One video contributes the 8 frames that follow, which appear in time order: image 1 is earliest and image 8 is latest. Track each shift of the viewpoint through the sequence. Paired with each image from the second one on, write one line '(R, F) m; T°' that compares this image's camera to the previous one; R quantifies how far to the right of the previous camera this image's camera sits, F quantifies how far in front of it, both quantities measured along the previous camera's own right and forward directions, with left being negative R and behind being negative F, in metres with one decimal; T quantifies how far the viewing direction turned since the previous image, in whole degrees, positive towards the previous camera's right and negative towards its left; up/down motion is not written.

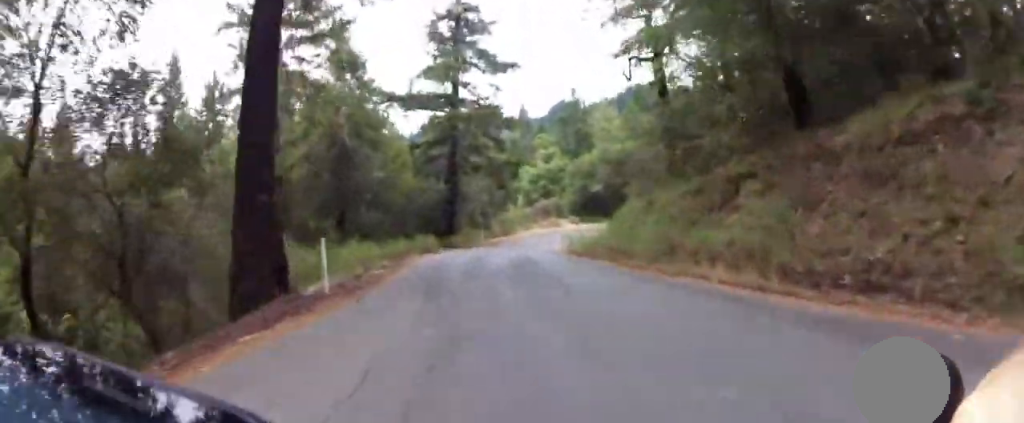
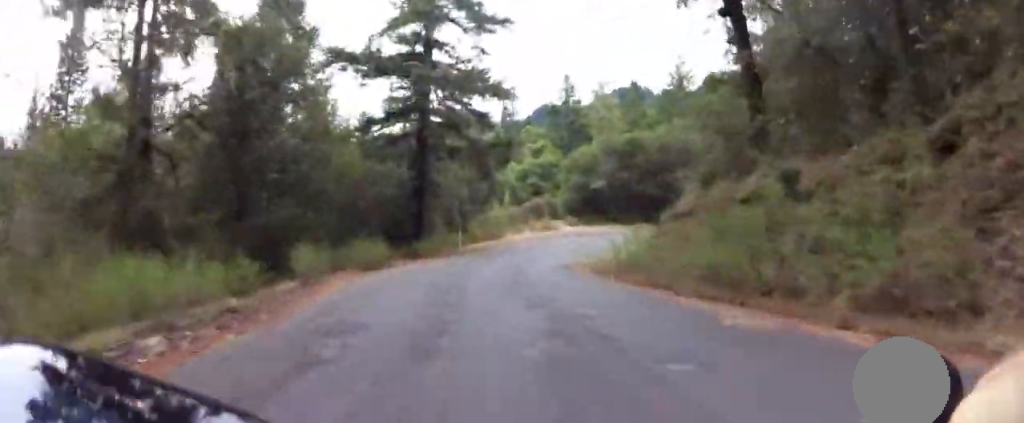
(-0.1, +8.7) m; +10°
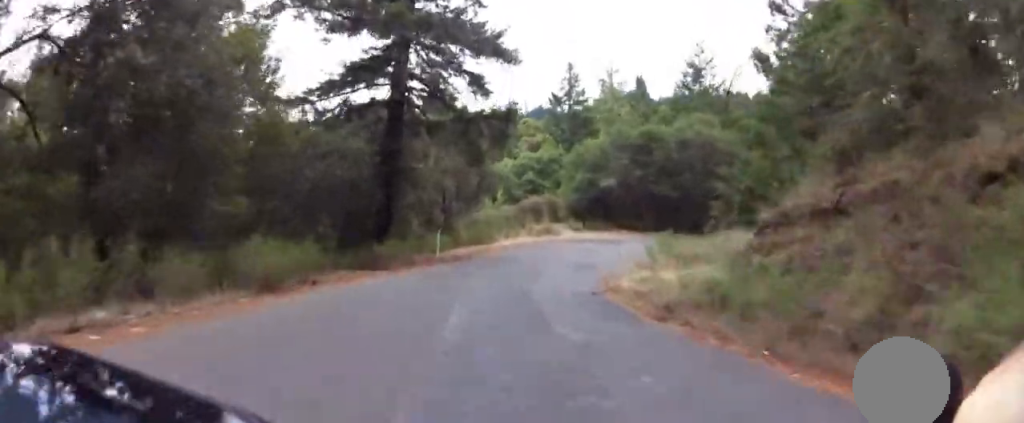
(+1.2, +5.7) m; +10°
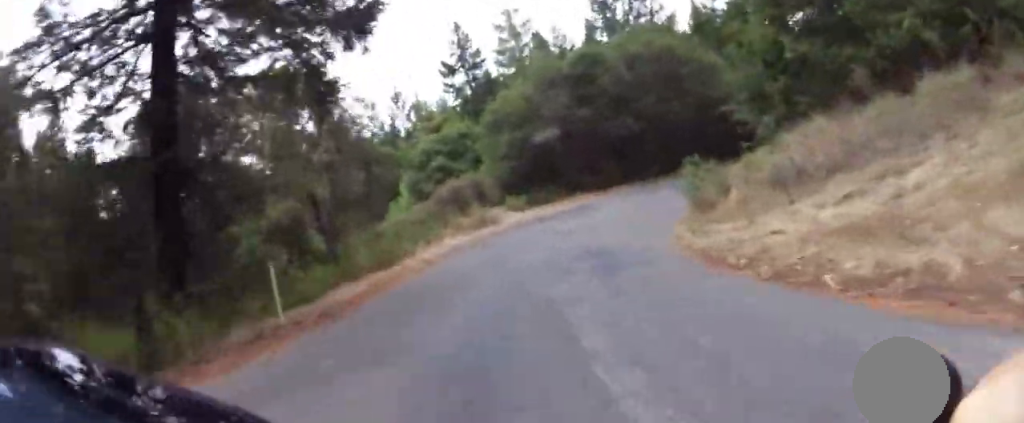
(+1.5, +10.5) m; +20°
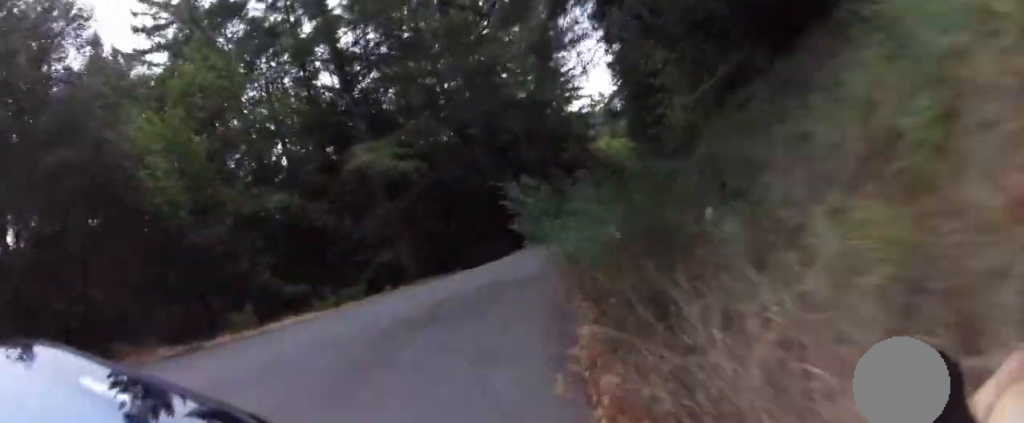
(+11.6, +21.4) m; +59°
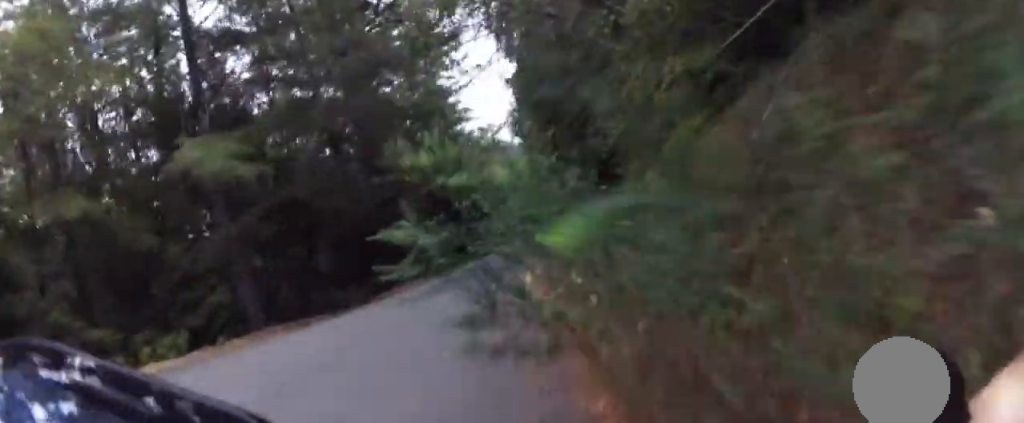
(+1.3, +7.4) m; +10°
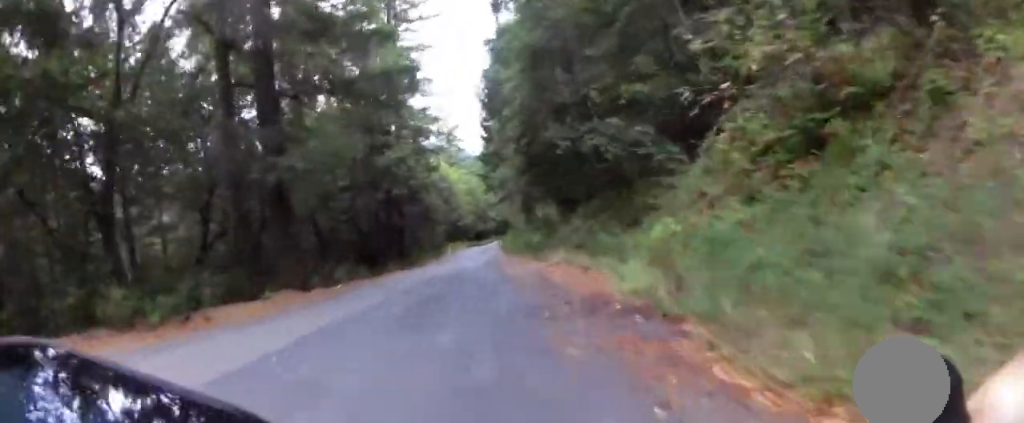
(+1.5, +15.0) m; -1°
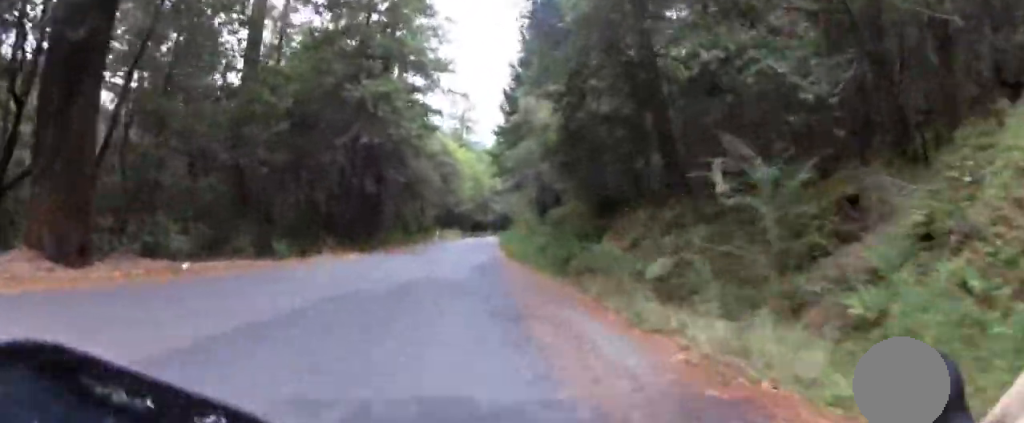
(-1.7, +13.0) m; -4°
